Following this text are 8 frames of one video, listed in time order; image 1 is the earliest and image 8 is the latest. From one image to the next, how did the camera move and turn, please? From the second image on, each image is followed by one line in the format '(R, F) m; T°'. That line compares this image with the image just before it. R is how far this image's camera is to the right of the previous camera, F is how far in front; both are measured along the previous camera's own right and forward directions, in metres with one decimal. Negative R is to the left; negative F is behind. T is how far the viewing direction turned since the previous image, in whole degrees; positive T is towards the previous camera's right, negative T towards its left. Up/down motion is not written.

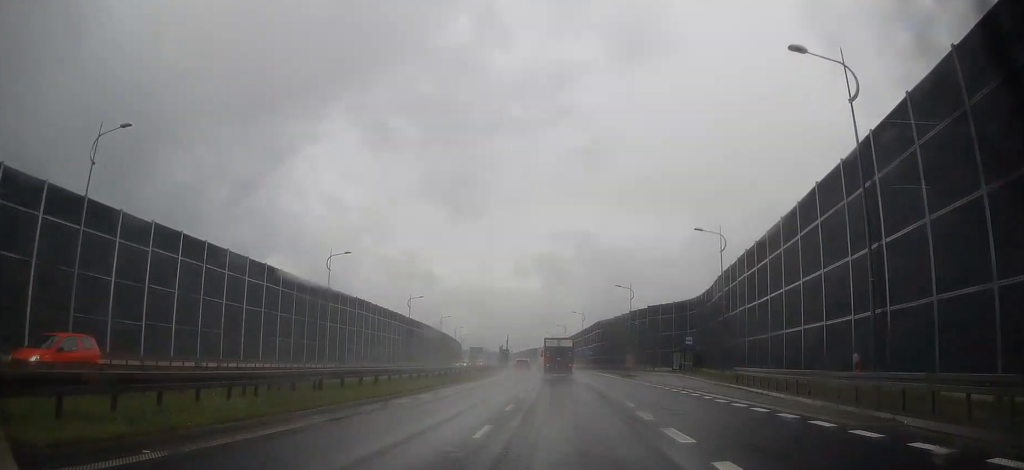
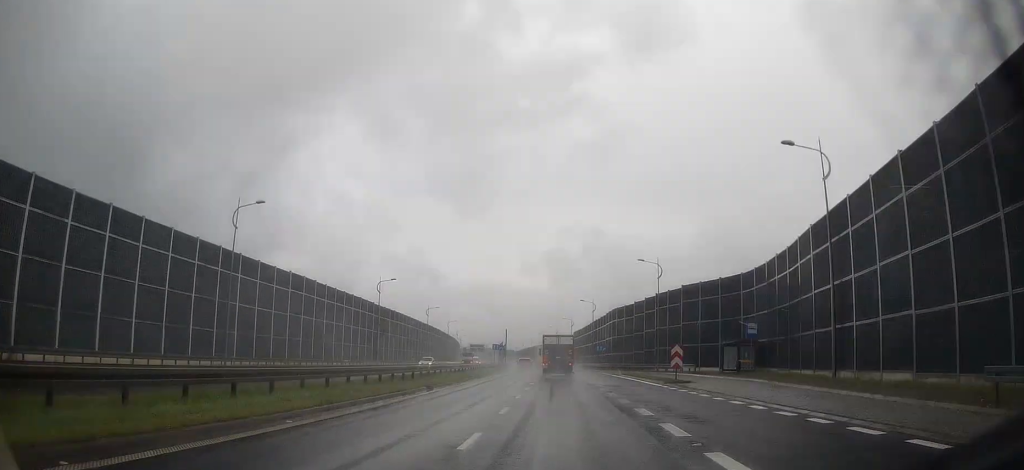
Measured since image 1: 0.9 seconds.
(-0.1, +19.4) m; -1°
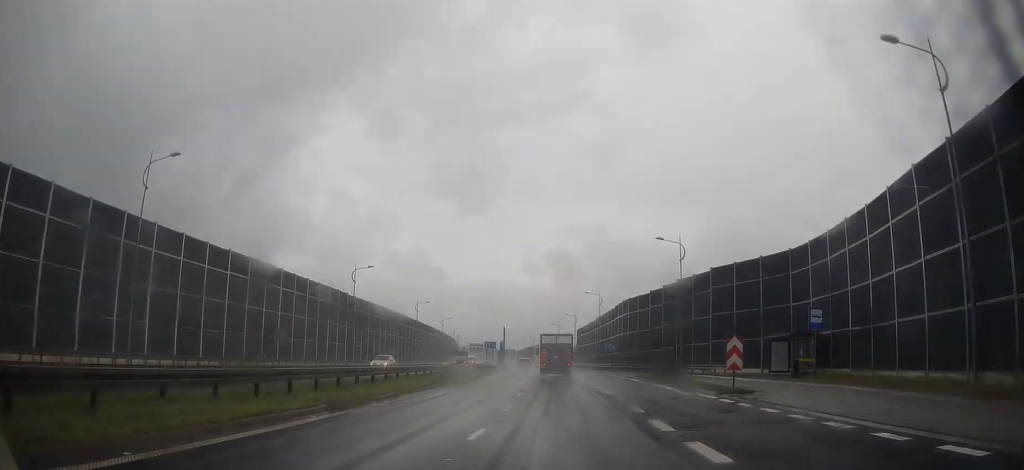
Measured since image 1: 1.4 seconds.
(-0.1, +10.8) m; 0°
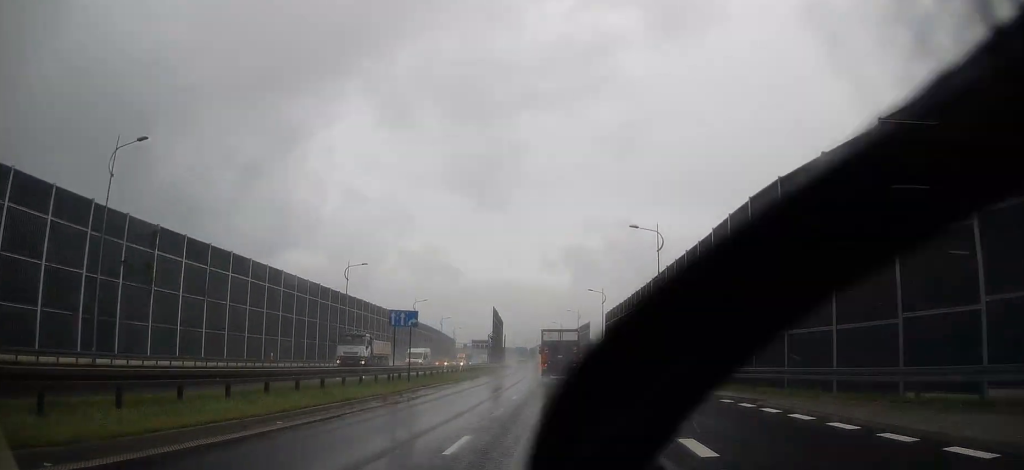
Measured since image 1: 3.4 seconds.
(-0.4, +43.0) m; -1°
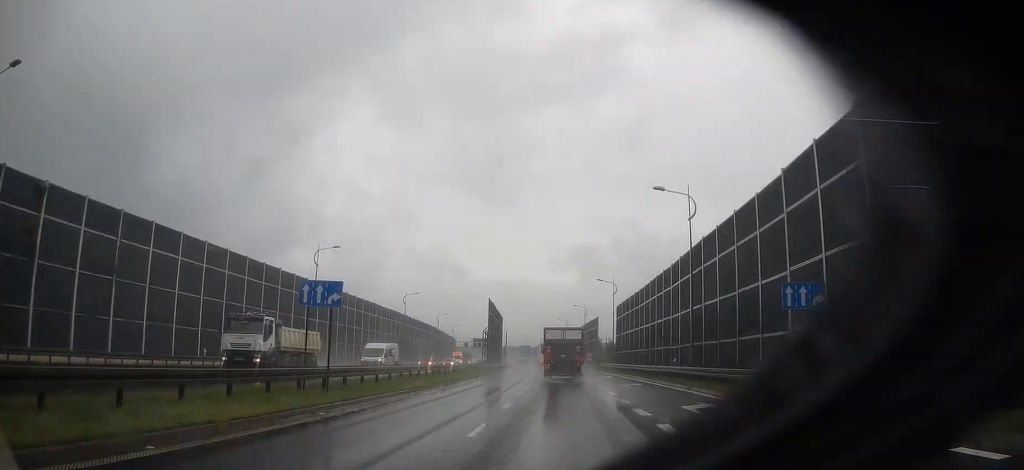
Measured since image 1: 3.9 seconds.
(0.0, +10.0) m; 0°
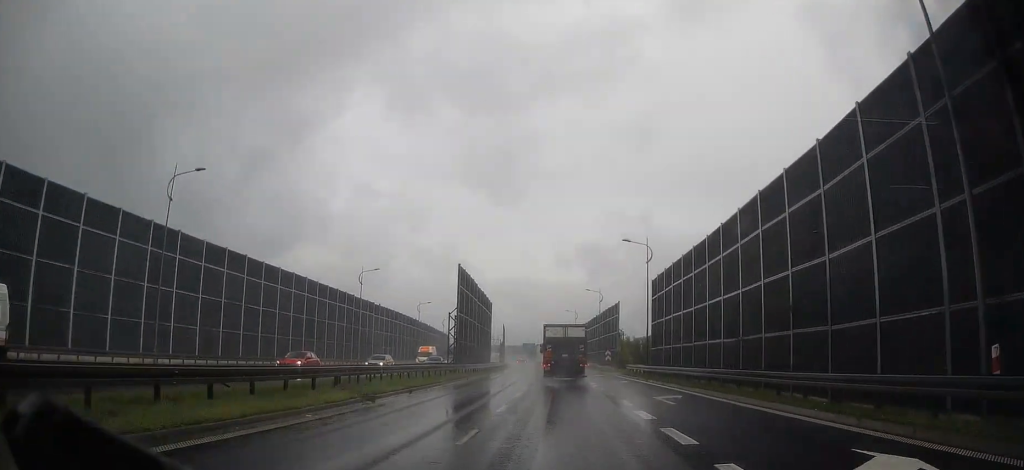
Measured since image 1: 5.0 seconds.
(-0.3, +24.7) m; -1°
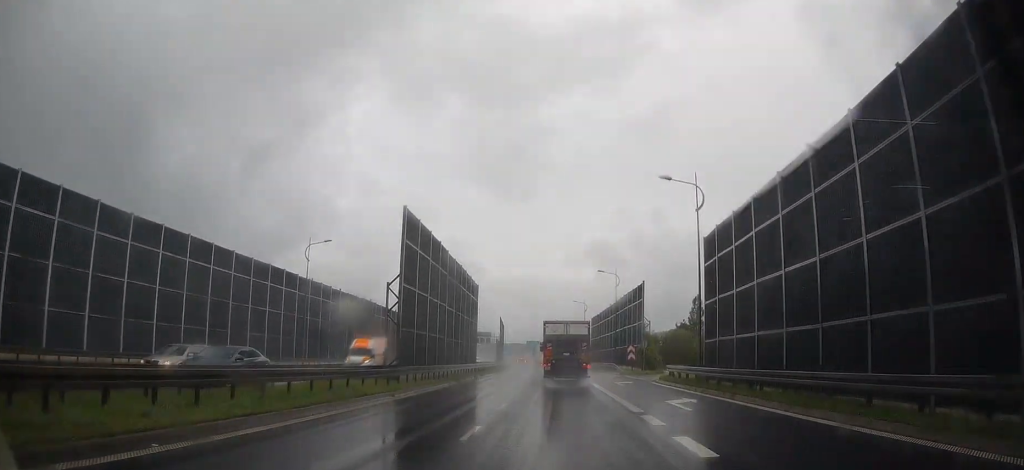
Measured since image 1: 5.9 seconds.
(-0.1, +17.4) m; -1°
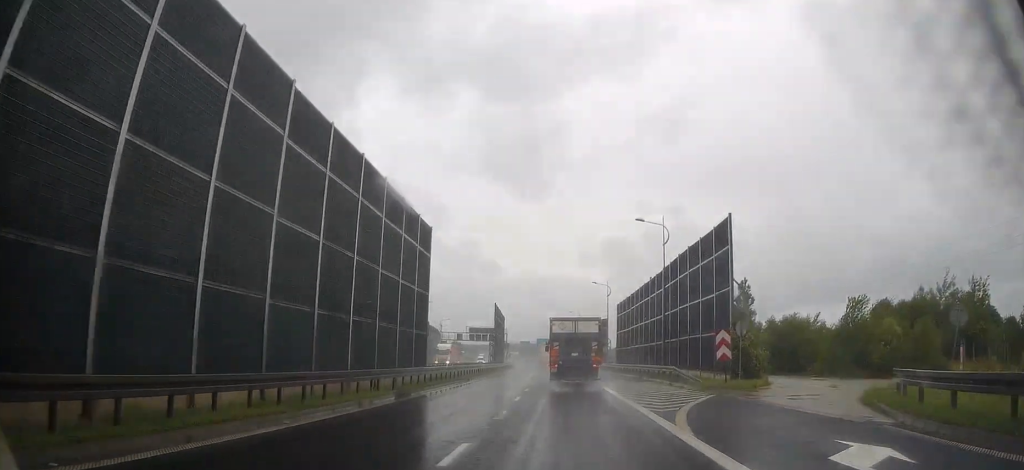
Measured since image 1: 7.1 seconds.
(-0.2, +25.8) m; -1°
